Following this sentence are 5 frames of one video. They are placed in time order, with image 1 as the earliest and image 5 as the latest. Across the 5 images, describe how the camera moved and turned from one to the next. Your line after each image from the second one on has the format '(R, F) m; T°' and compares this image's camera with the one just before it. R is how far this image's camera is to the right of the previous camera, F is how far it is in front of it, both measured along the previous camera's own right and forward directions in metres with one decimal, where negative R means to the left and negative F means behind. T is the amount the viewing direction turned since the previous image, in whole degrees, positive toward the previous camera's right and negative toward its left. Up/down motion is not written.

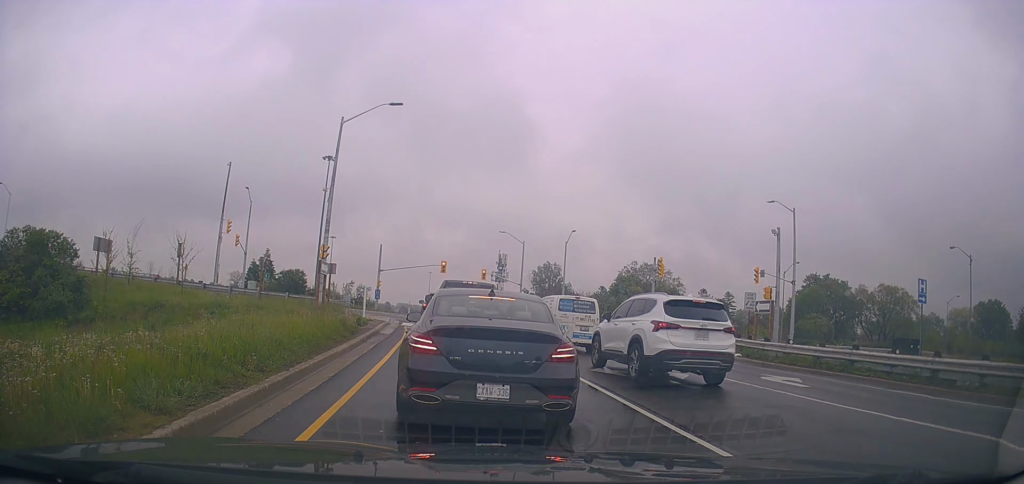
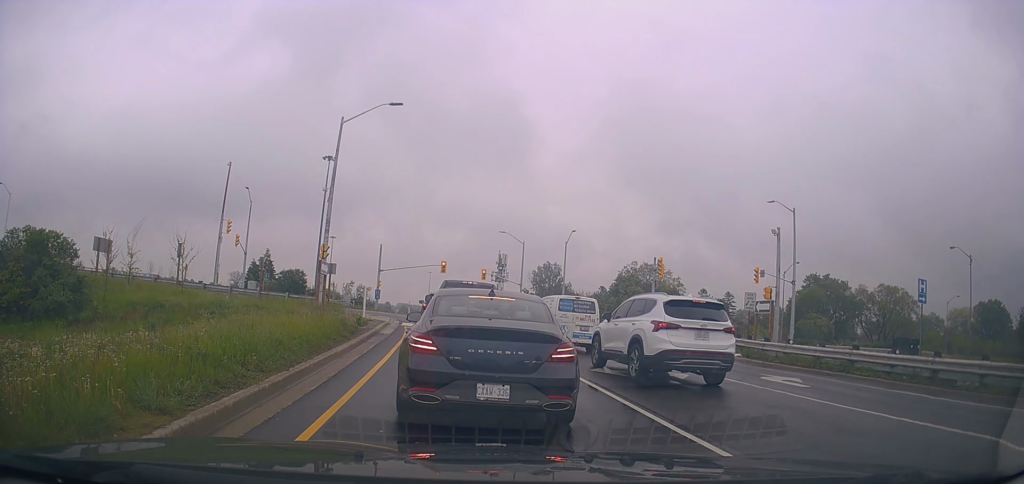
(0.0, 0.0) m; 0°
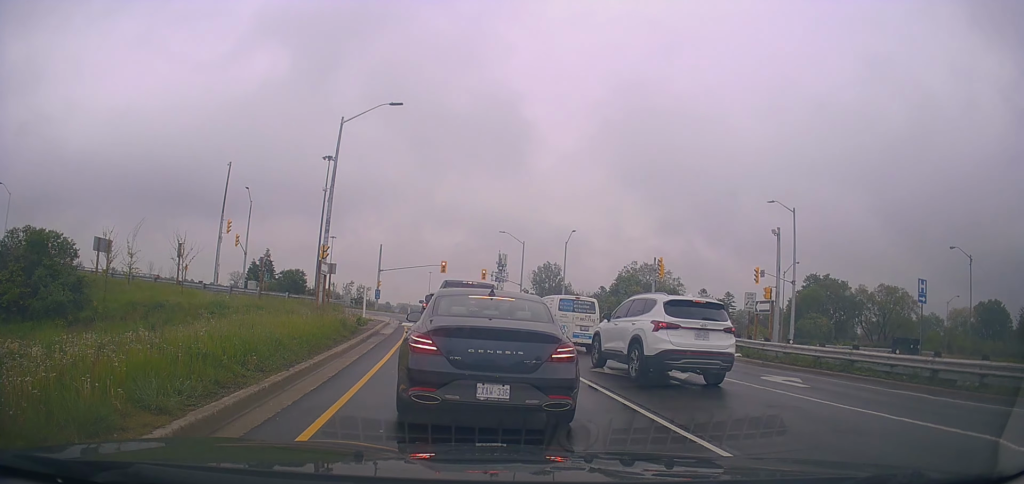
(0.0, 0.0) m; 0°
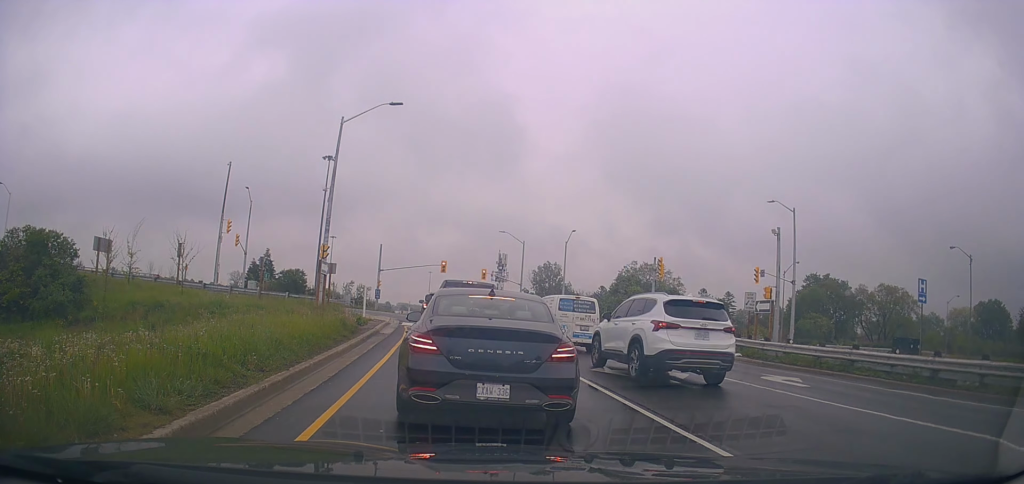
(0.0, 0.0) m; 0°
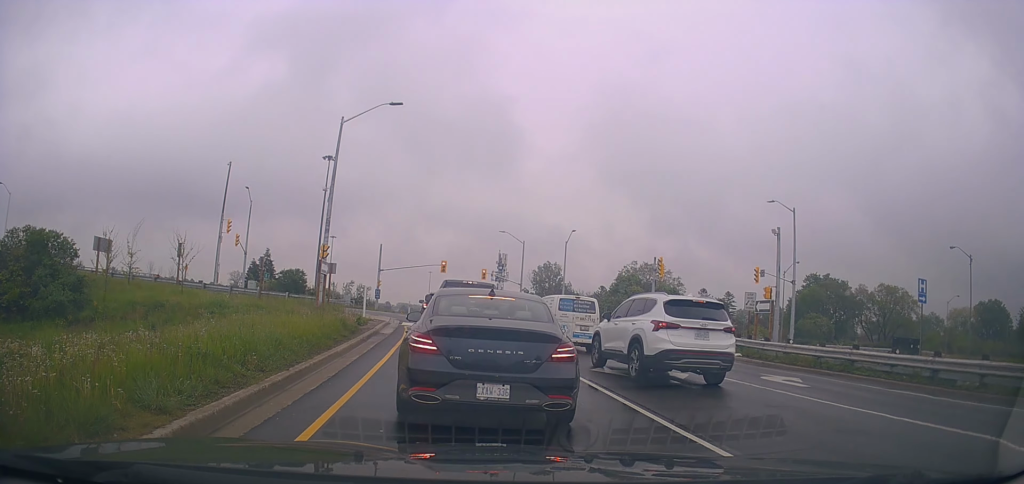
(0.0, 0.0) m; 0°
